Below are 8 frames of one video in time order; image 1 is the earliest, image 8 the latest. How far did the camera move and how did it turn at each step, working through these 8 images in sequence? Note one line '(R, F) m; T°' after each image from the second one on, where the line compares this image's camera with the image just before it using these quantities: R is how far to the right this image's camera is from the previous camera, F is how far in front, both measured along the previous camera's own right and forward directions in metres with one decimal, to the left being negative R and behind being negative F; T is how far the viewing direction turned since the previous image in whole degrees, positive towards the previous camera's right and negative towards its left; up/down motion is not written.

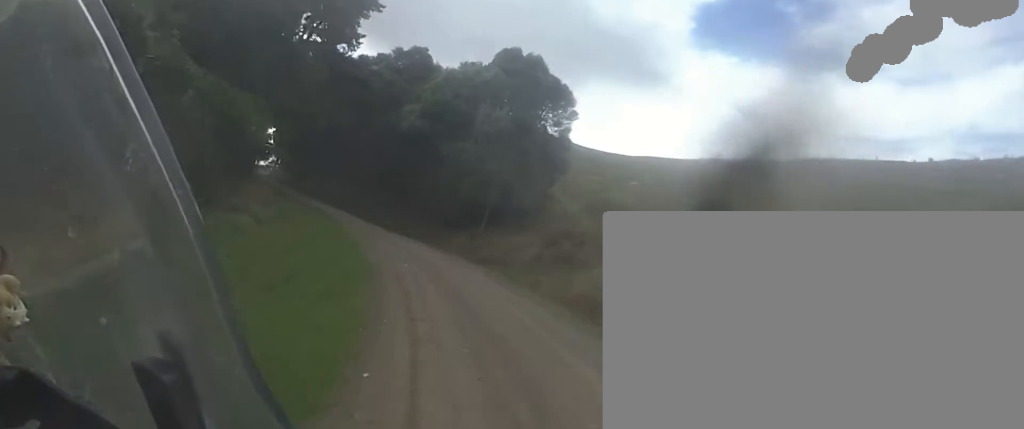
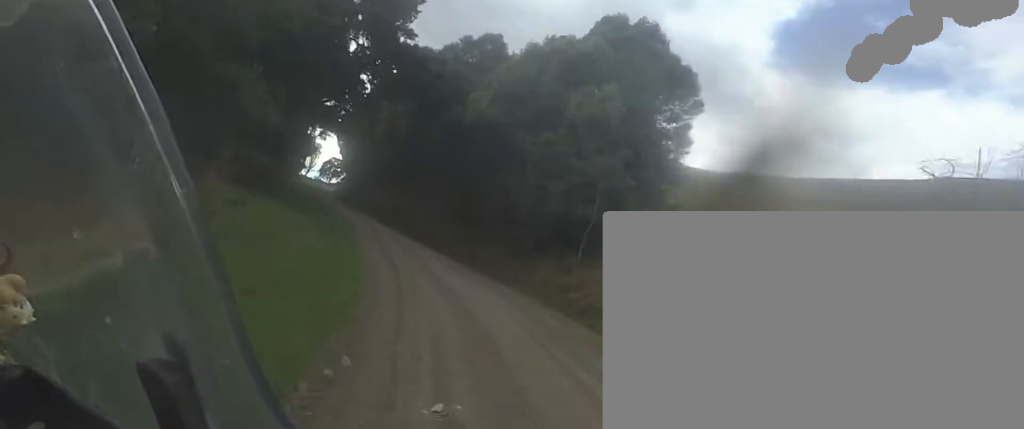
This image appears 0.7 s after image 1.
(-0.4, +8.4) m; -7°
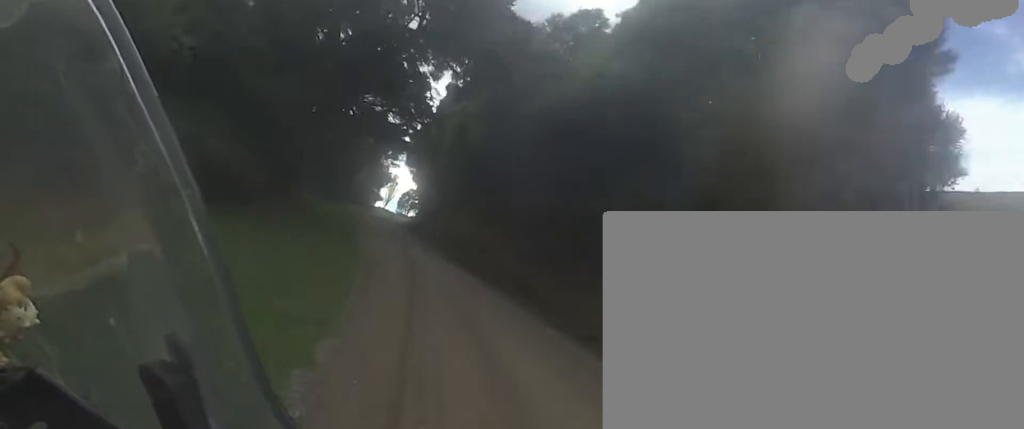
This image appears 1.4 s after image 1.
(-0.5, +8.5) m; -6°
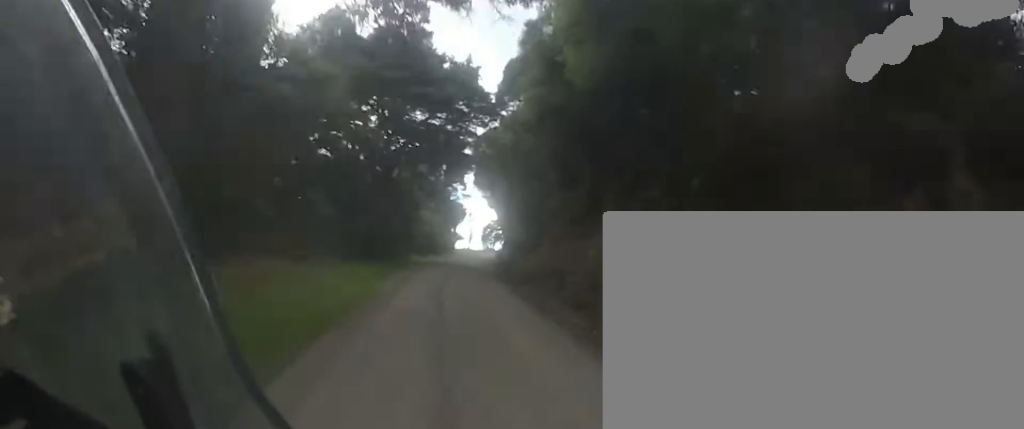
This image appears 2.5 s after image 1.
(-0.6, +13.3) m; -3°
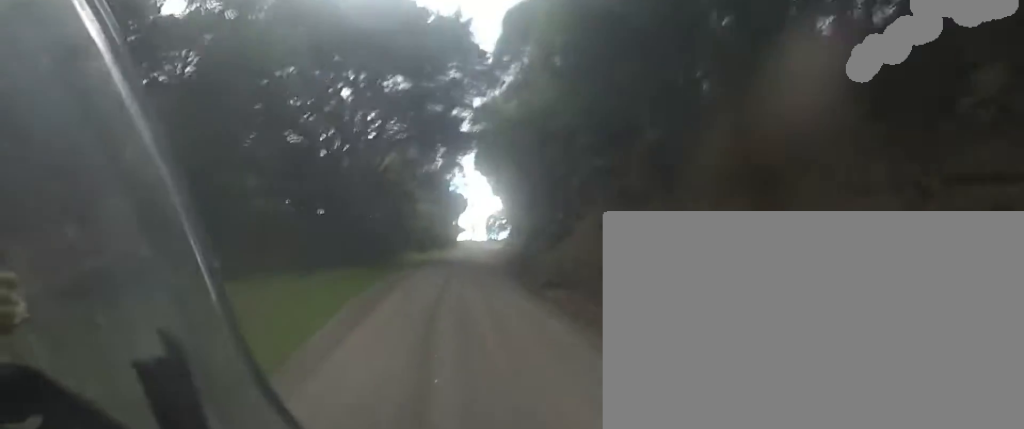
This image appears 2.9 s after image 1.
(0.0, +5.6) m; -1°
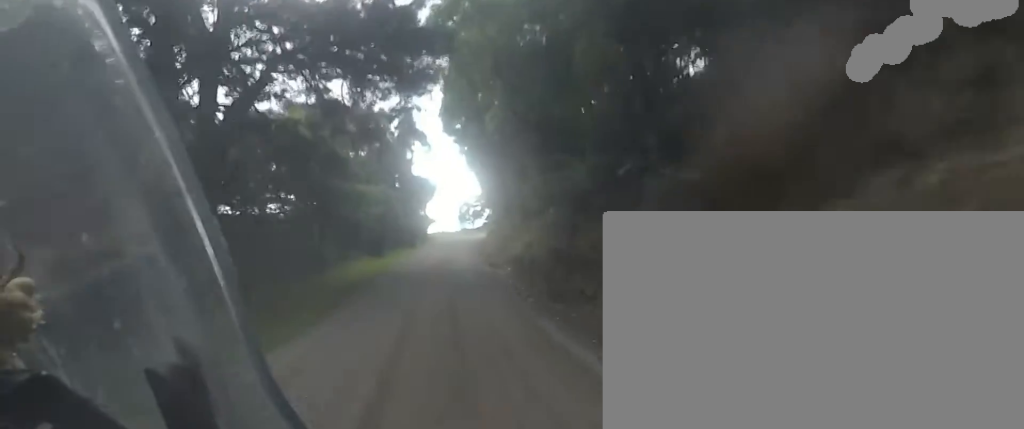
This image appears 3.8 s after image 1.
(-0.2, +11.9) m; -1°
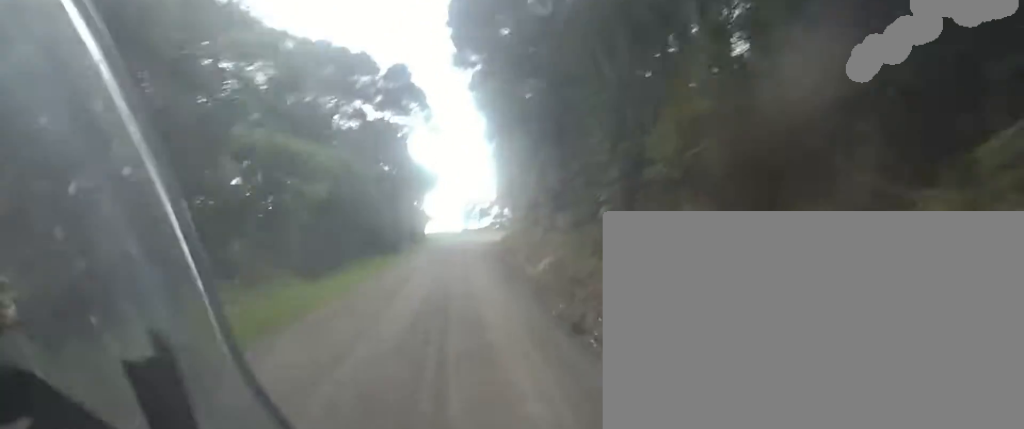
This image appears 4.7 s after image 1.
(-0.2, +12.0) m; 0°
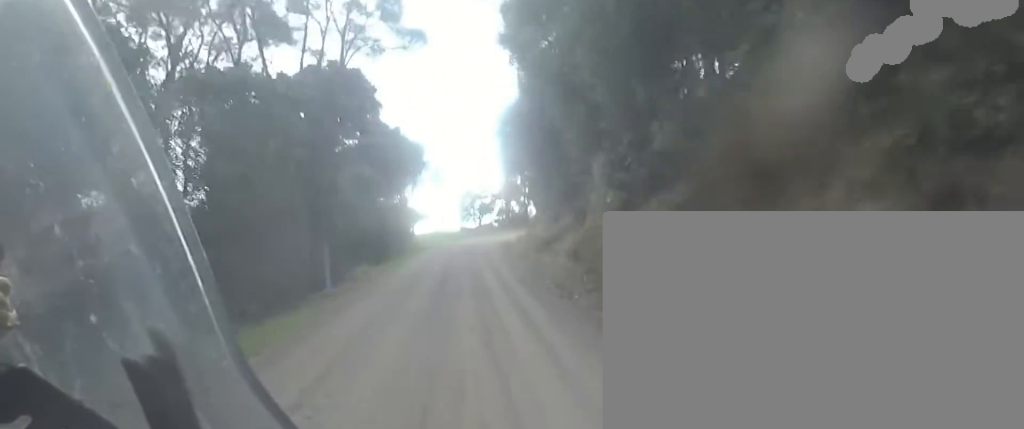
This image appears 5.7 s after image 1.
(+0.4, +15.1) m; +2°
